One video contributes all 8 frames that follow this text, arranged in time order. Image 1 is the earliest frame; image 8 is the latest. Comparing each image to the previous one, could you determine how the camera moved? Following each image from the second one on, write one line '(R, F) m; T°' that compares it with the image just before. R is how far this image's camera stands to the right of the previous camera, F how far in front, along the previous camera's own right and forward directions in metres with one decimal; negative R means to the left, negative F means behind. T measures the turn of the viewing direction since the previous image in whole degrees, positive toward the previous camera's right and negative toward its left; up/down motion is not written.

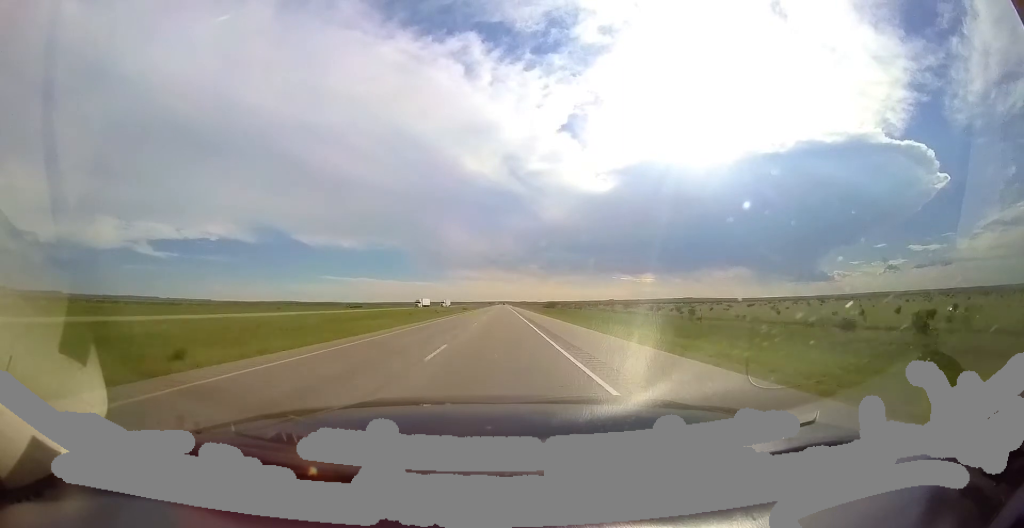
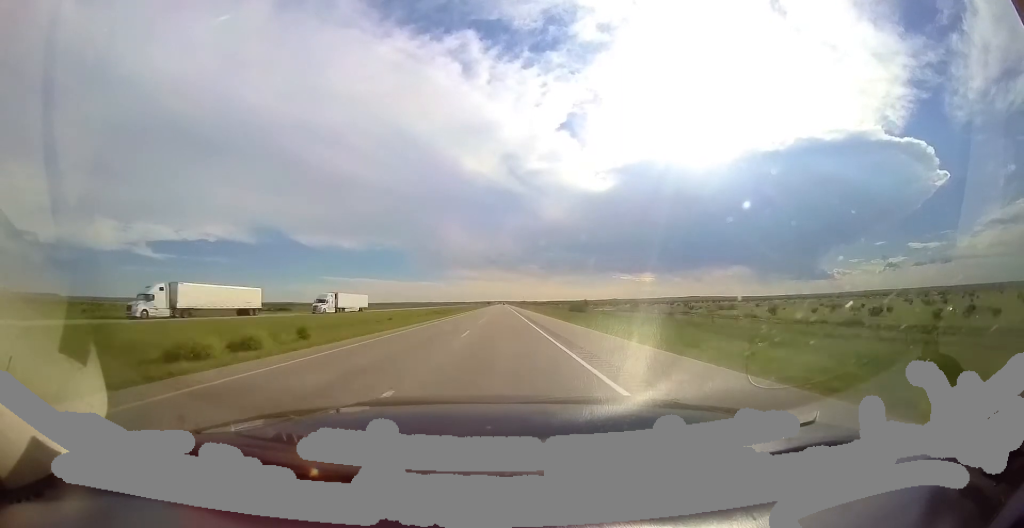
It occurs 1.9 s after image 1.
(+0.5, +67.2) m; 0°
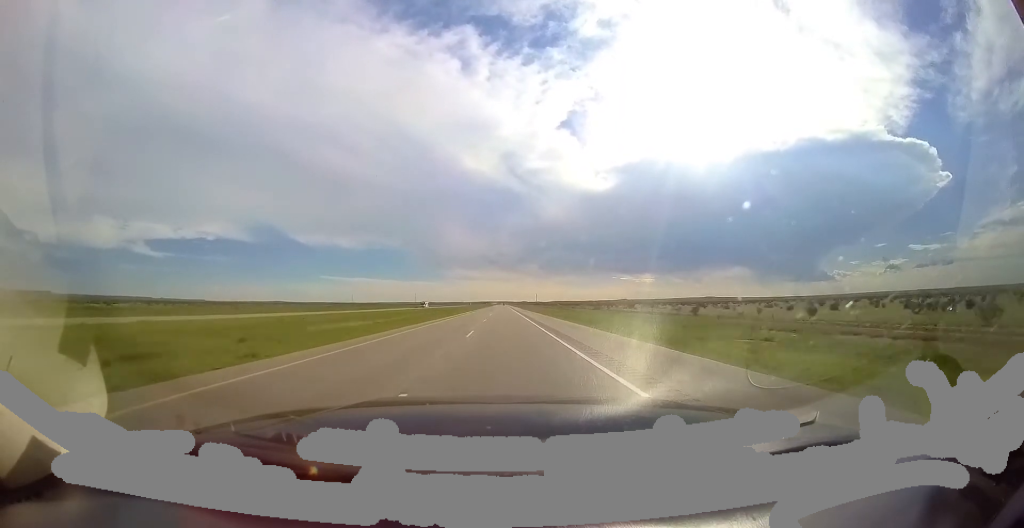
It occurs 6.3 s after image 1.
(-2.1, +157.5) m; -1°
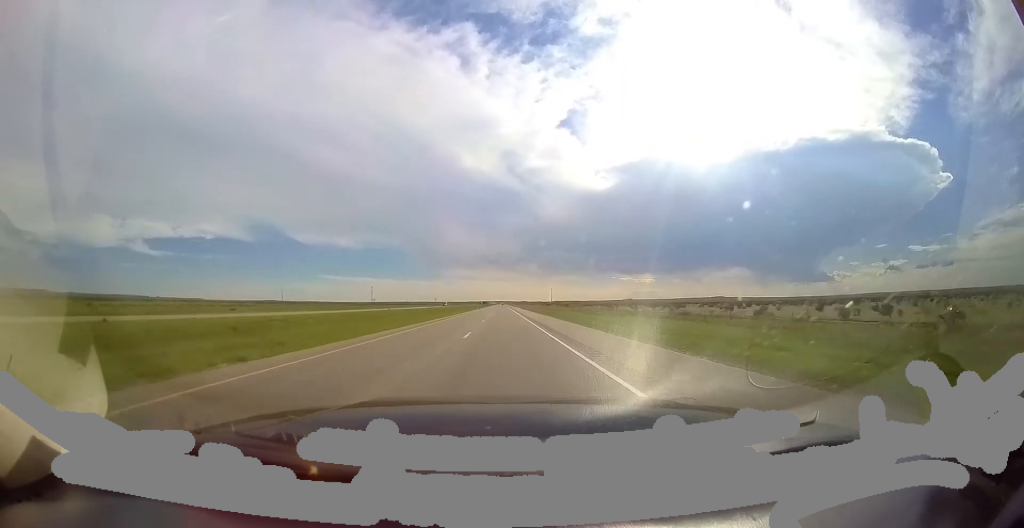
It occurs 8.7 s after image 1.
(-0.2, +85.4) m; 0°
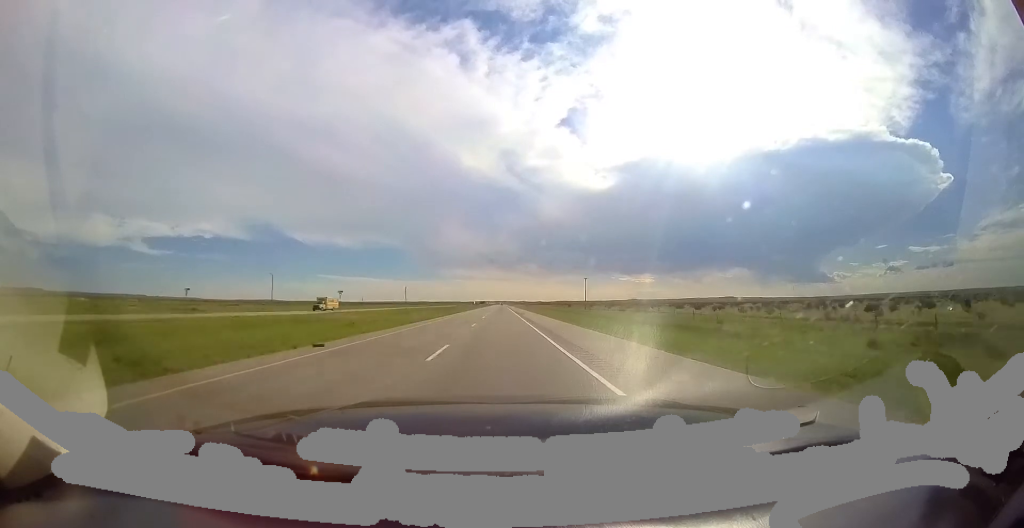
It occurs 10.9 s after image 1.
(+0.8, +78.0) m; +1°
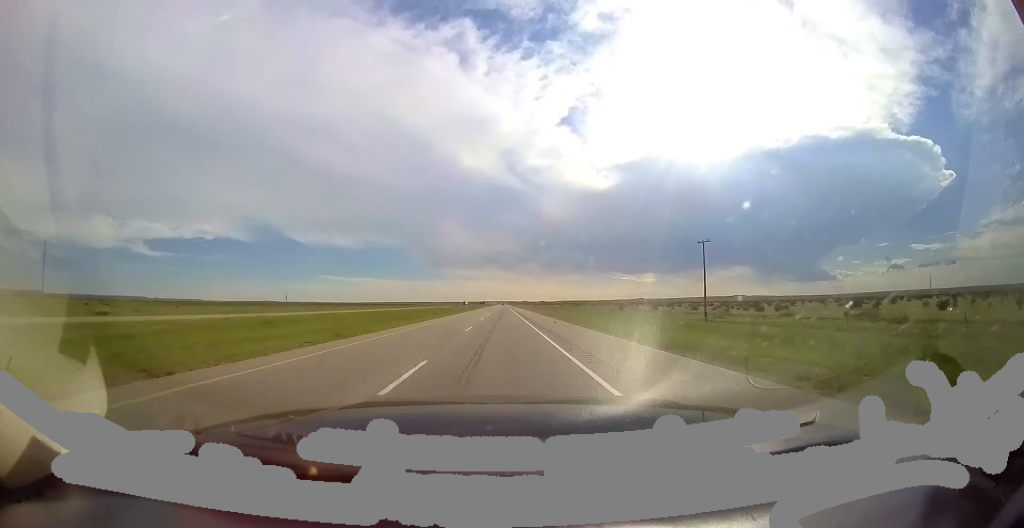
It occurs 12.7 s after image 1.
(+0.1, +63.8) m; 0°
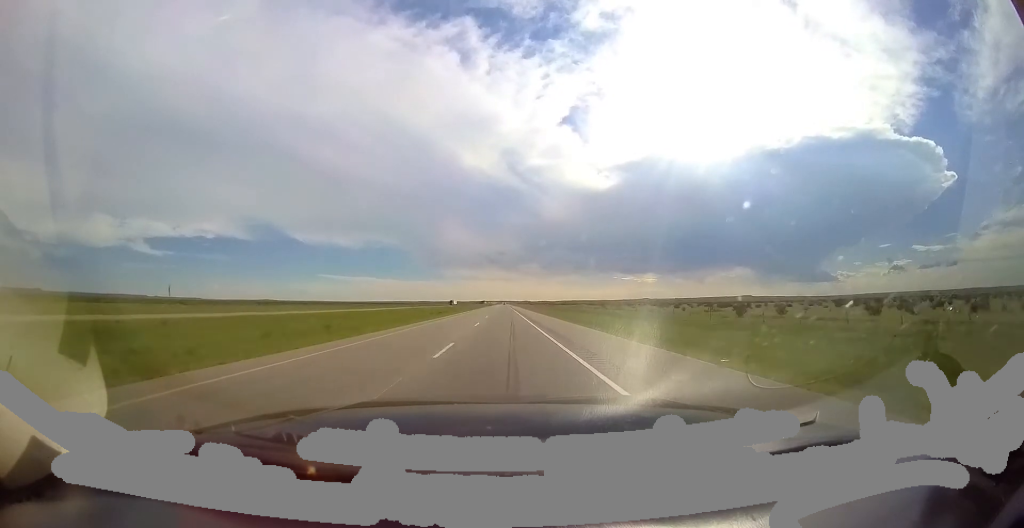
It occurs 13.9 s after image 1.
(-0.1, +44.9) m; 0°
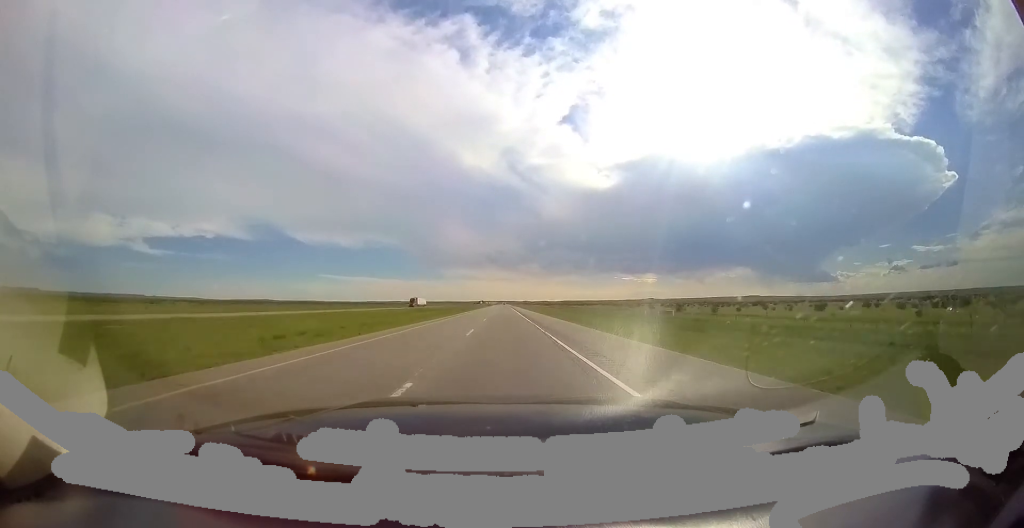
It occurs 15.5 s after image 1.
(-0.1, +54.4) m; 0°
